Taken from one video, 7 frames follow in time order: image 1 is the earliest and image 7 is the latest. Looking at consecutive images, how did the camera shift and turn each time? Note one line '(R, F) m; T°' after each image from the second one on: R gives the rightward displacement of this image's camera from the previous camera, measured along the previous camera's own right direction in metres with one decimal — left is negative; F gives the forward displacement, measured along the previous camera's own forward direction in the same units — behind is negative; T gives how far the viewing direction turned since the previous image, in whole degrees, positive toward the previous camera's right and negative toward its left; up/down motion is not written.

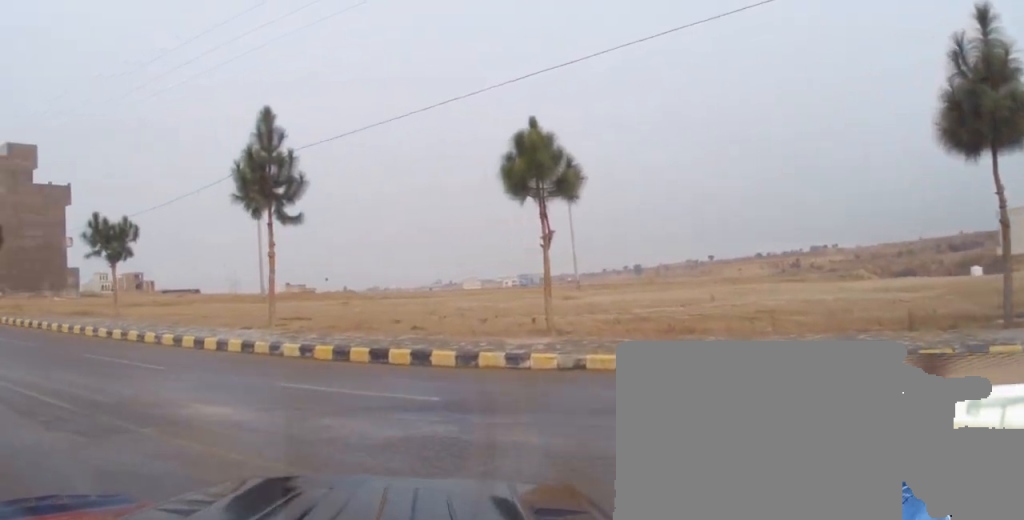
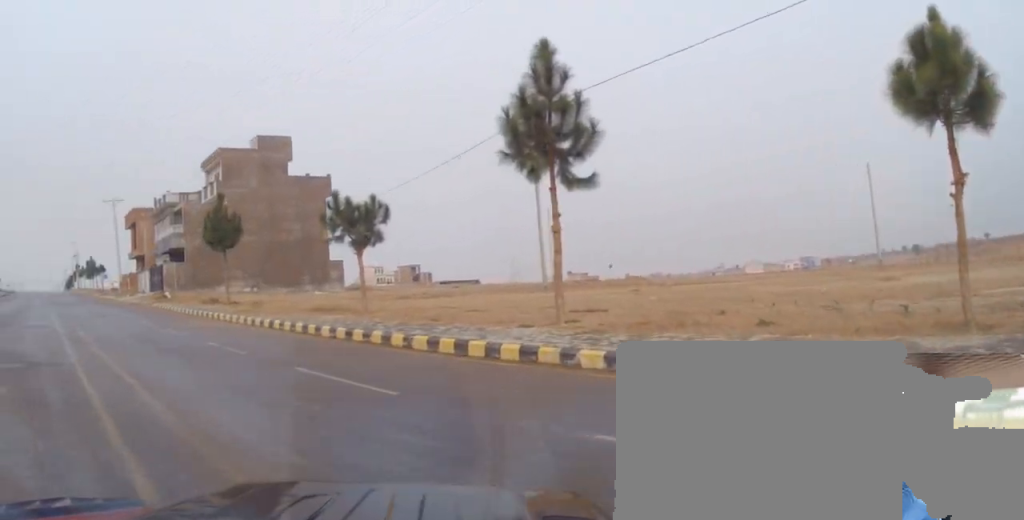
(-0.8, +4.4) m; -23°
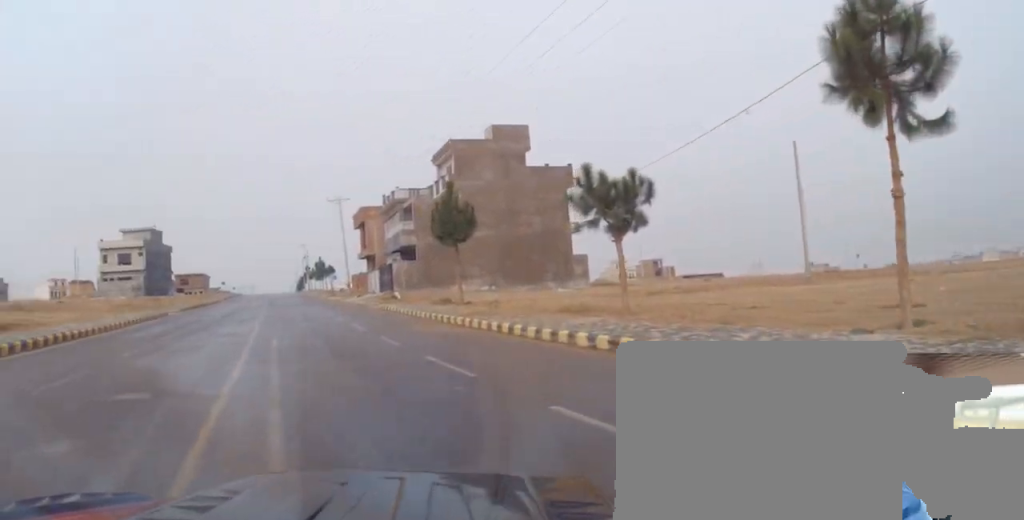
(-0.9, +3.9) m; -16°
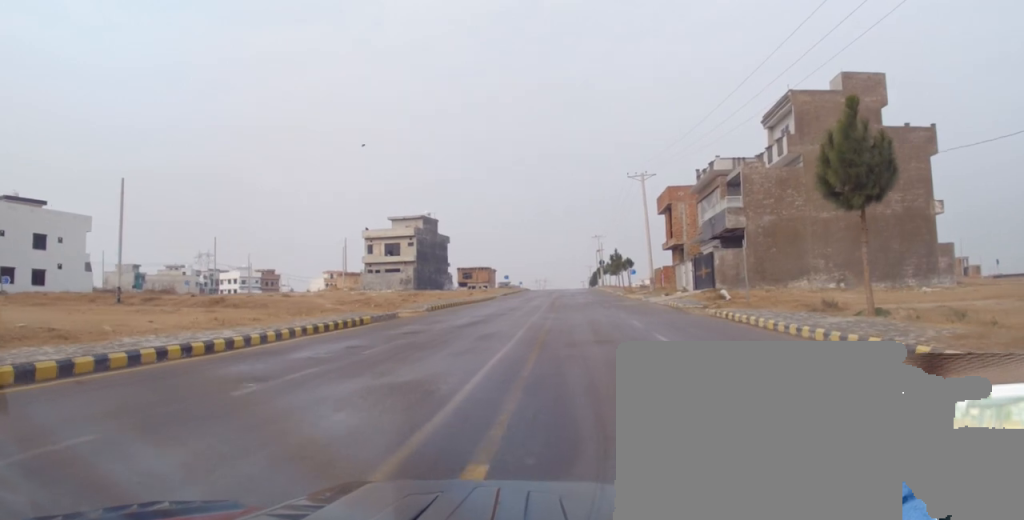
(-3.7, +12.3) m; -23°
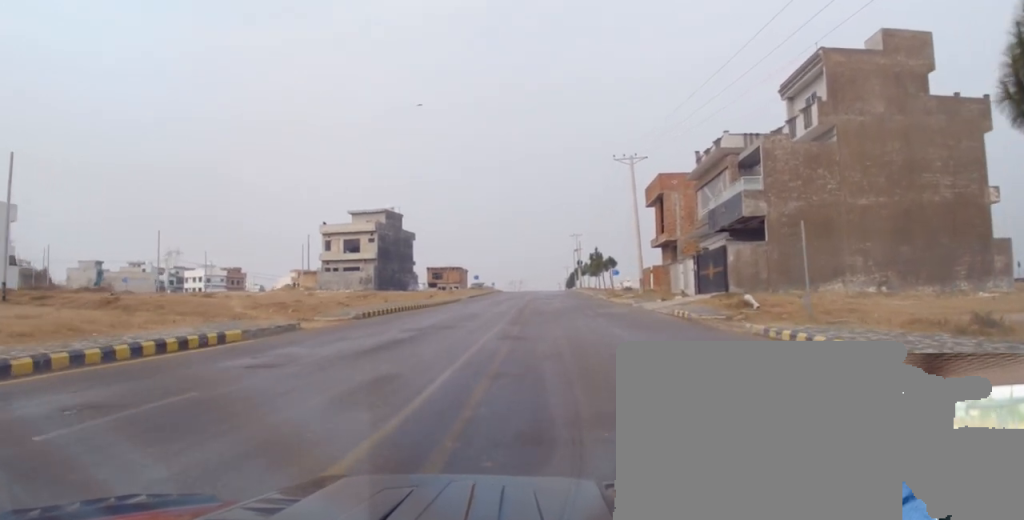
(-0.2, +9.1) m; -1°
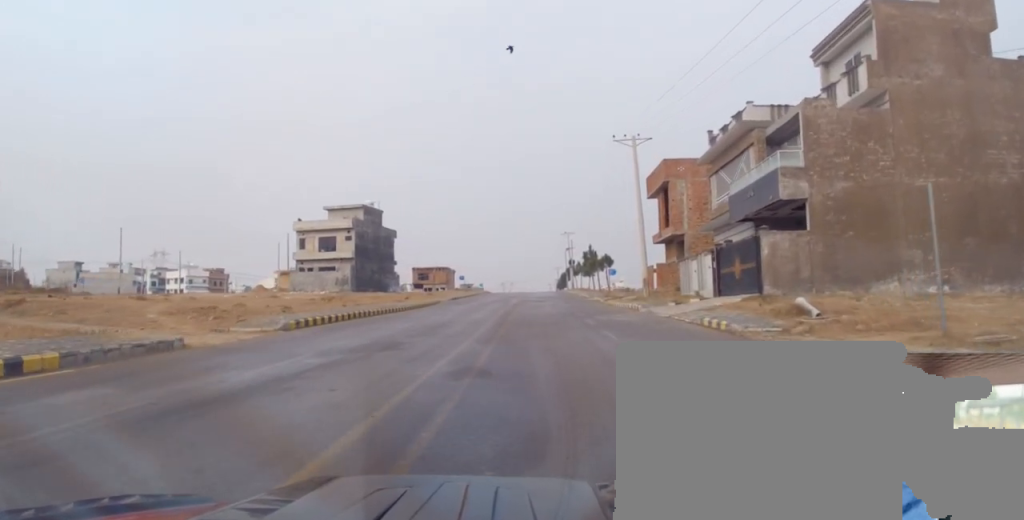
(0.0, +7.0) m; 0°
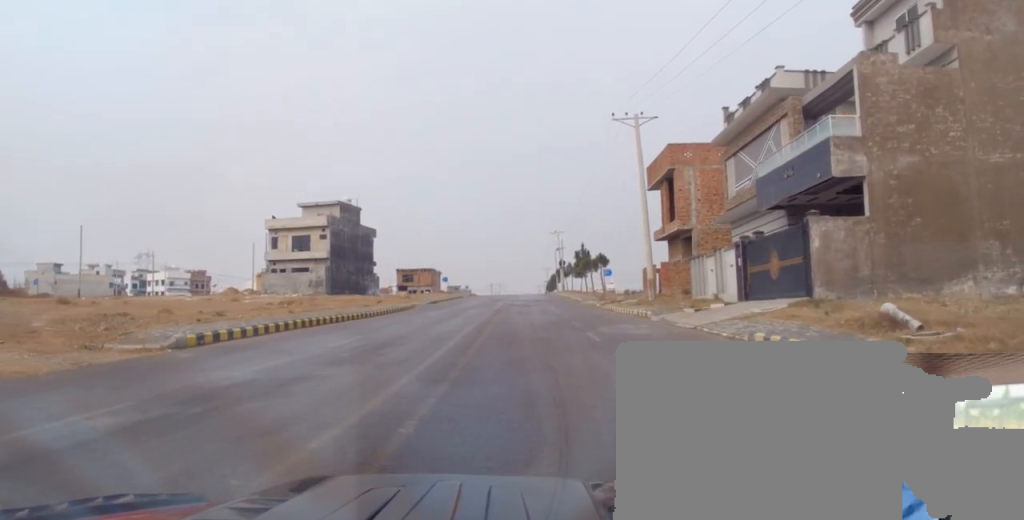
(0.0, +6.1) m; 0°
